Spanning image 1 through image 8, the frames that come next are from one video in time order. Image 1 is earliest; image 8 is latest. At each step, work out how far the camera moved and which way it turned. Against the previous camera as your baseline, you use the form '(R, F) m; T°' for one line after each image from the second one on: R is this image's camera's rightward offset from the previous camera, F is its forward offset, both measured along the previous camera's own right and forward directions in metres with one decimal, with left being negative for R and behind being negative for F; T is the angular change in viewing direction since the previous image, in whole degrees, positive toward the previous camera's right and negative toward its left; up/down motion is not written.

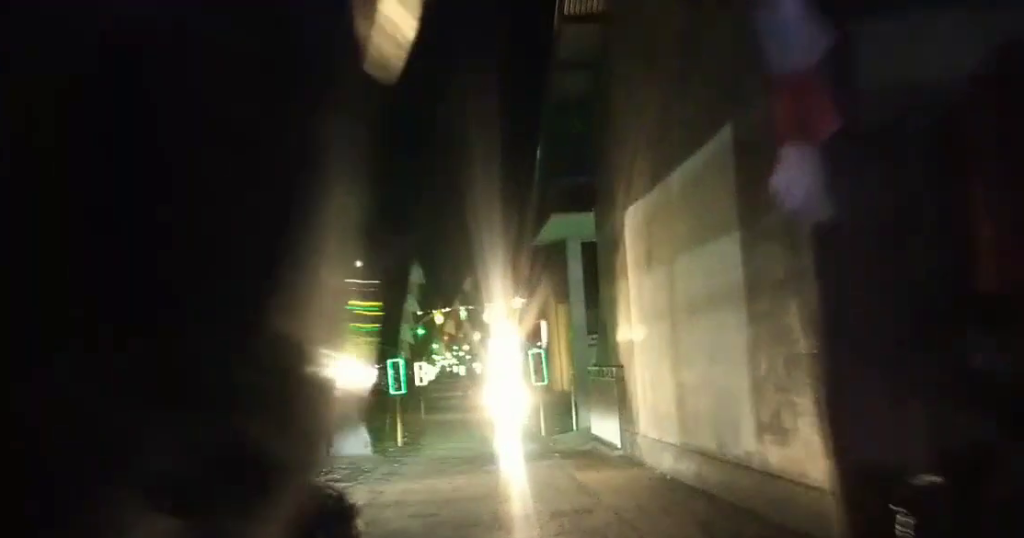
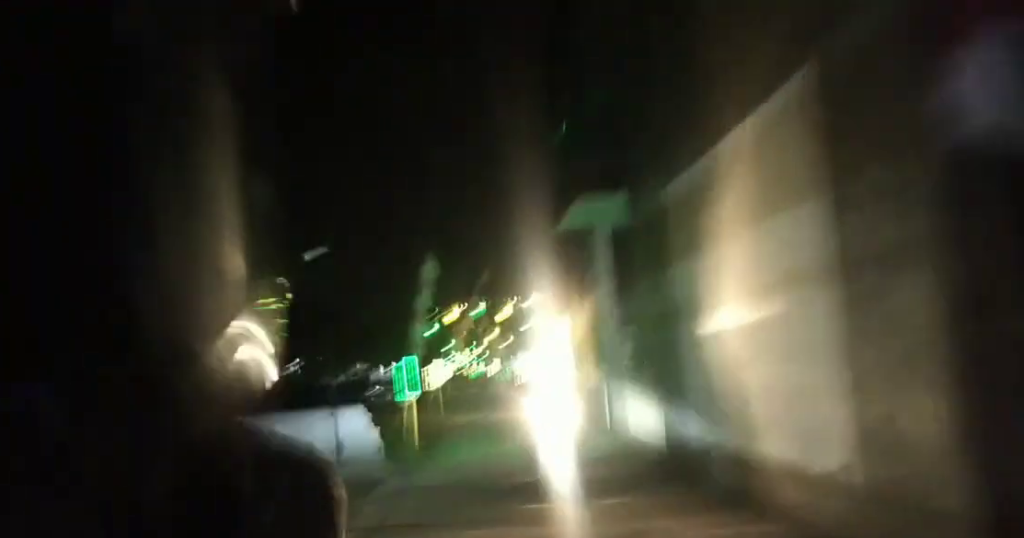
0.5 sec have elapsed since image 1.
(0.0, +1.2) m; -1°
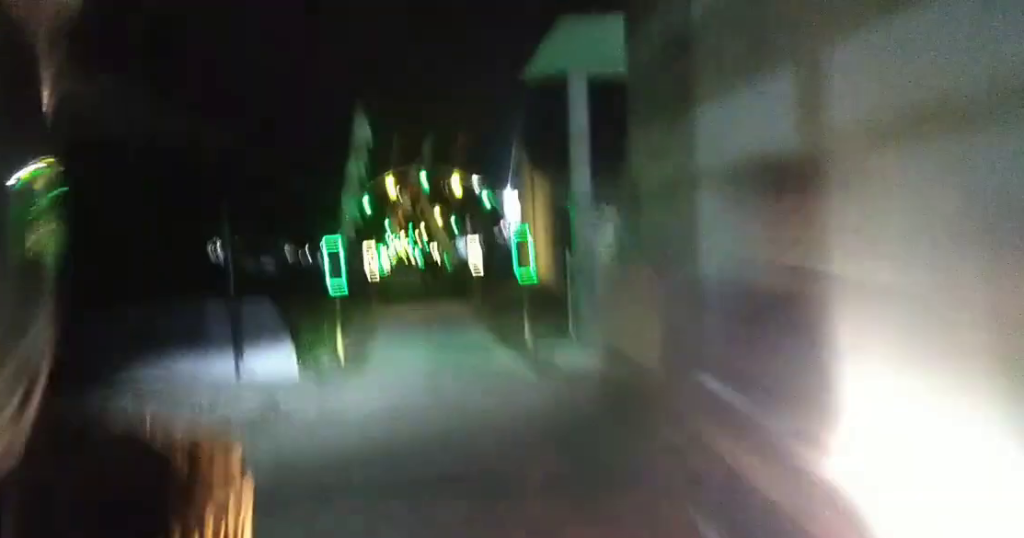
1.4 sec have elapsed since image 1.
(-0.1, +2.5) m; -3°
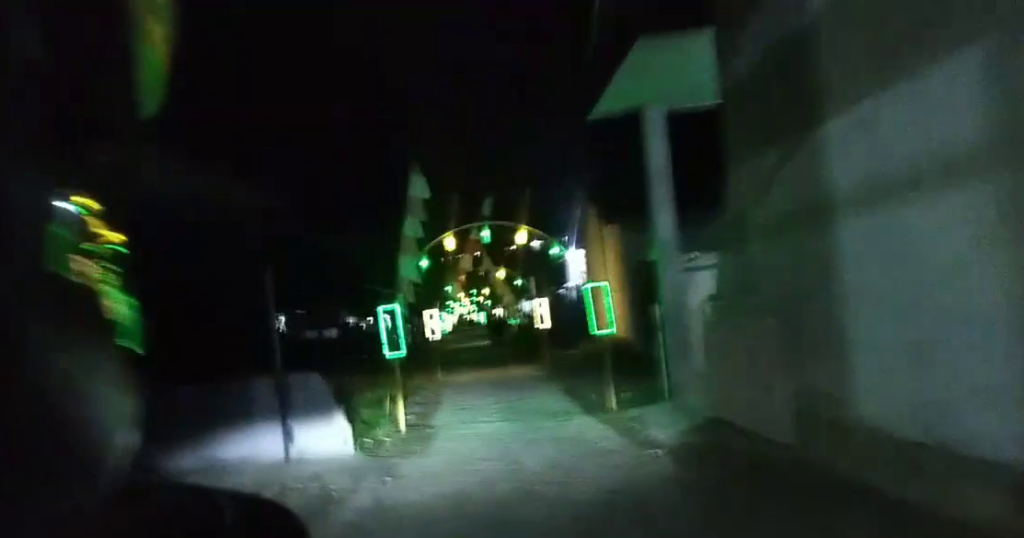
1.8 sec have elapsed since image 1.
(0.0, +1.2) m; -1°
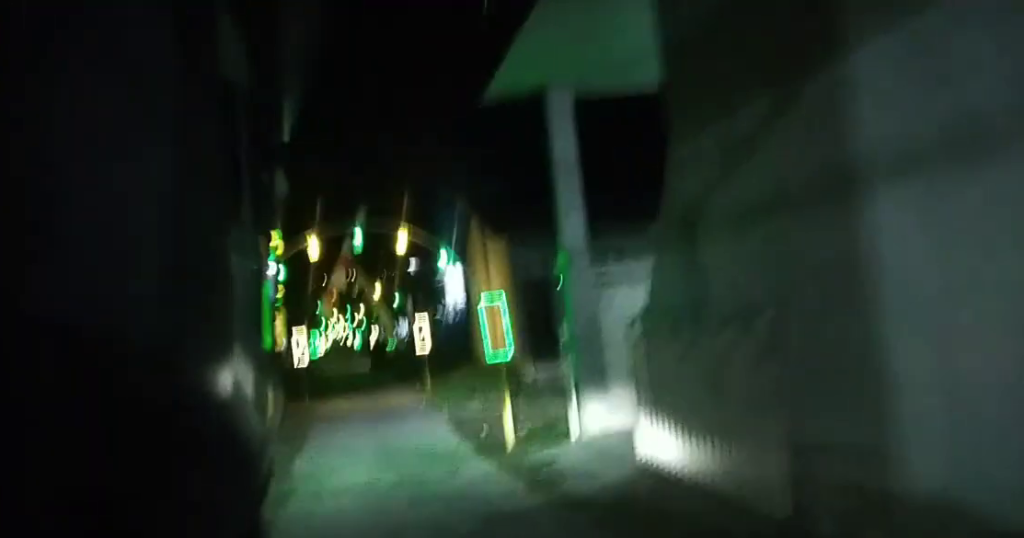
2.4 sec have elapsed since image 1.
(0.0, +1.9) m; -1°
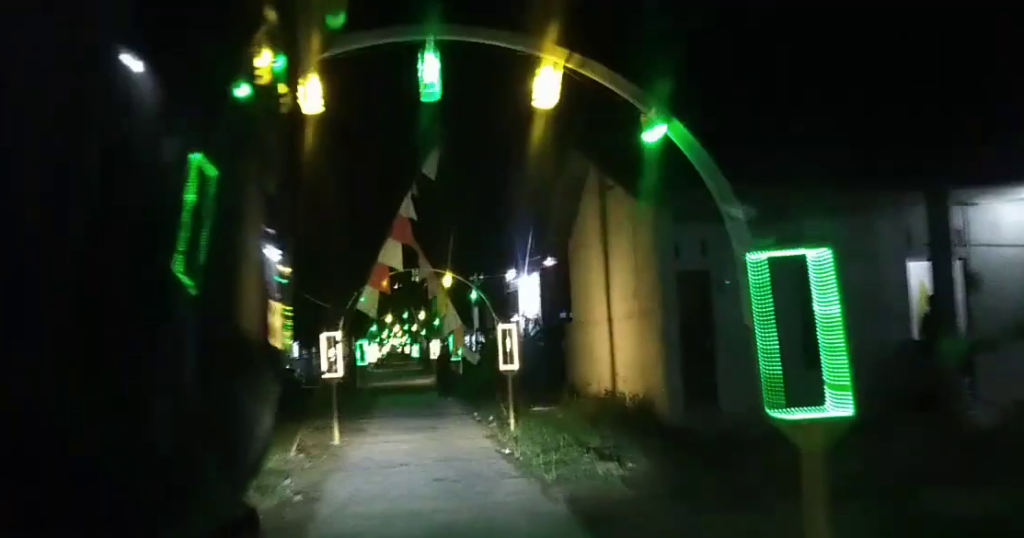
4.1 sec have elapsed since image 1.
(-0.1, +5.6) m; -1°
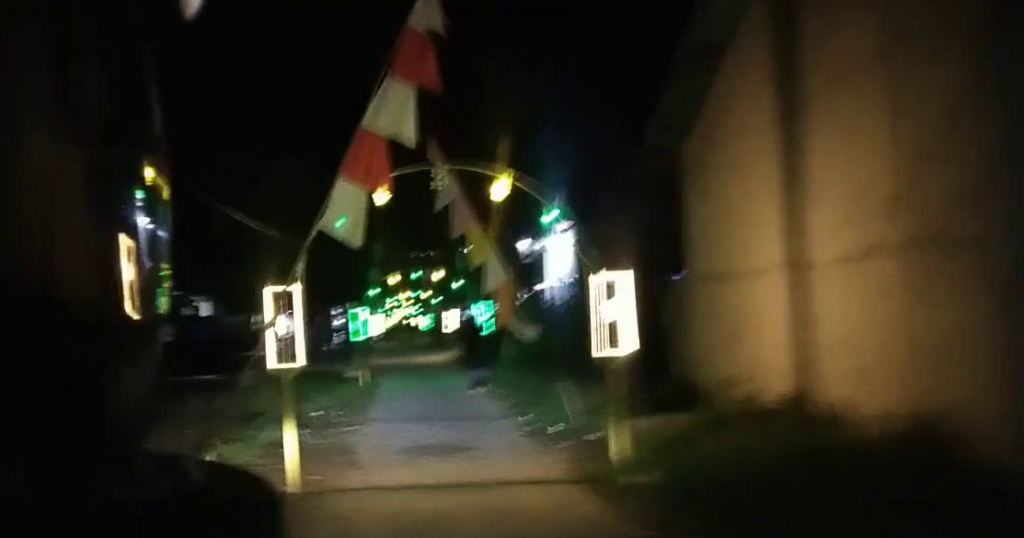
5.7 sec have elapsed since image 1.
(0.0, +5.9) m; 0°
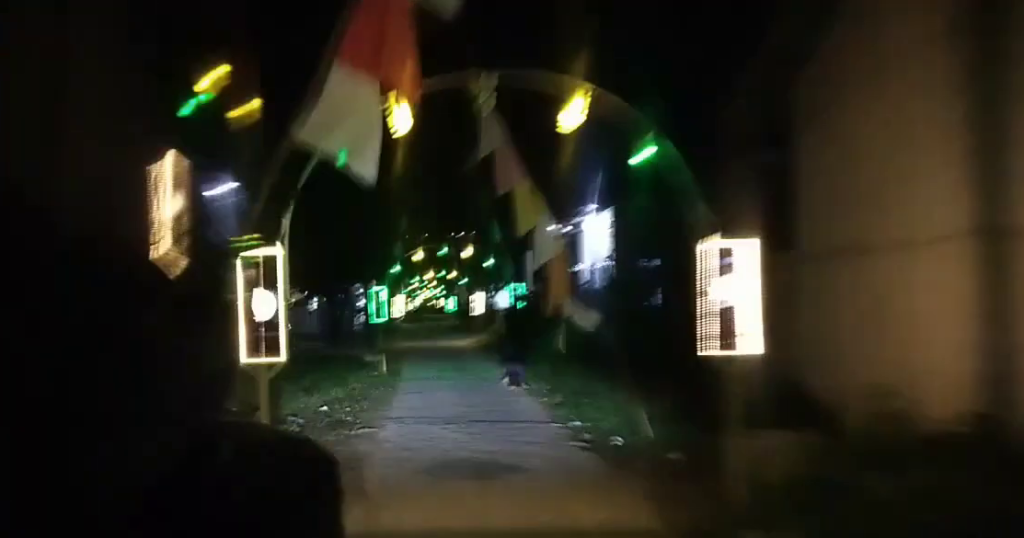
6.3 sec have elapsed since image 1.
(0.0, +2.3) m; 0°
